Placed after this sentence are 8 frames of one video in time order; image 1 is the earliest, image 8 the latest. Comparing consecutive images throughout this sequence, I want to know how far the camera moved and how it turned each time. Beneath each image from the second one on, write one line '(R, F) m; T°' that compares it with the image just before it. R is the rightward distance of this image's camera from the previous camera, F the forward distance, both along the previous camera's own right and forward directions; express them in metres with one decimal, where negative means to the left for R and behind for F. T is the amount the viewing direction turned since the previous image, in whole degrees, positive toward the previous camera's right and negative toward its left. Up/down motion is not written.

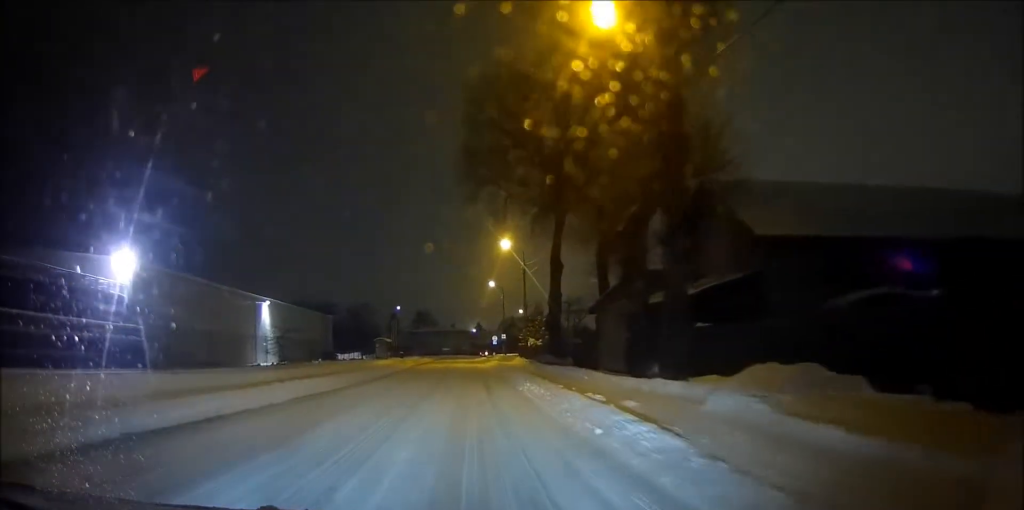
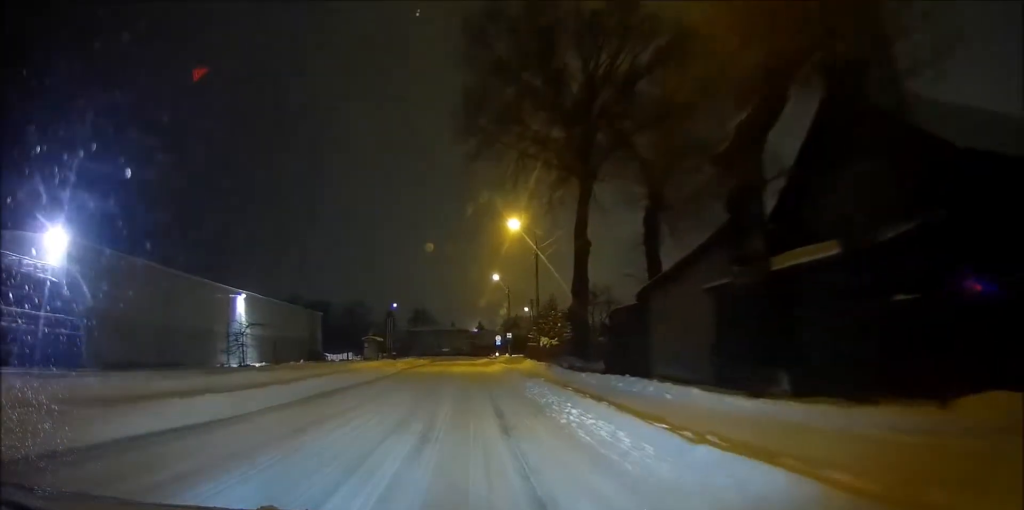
(-0.1, +9.3) m; 0°
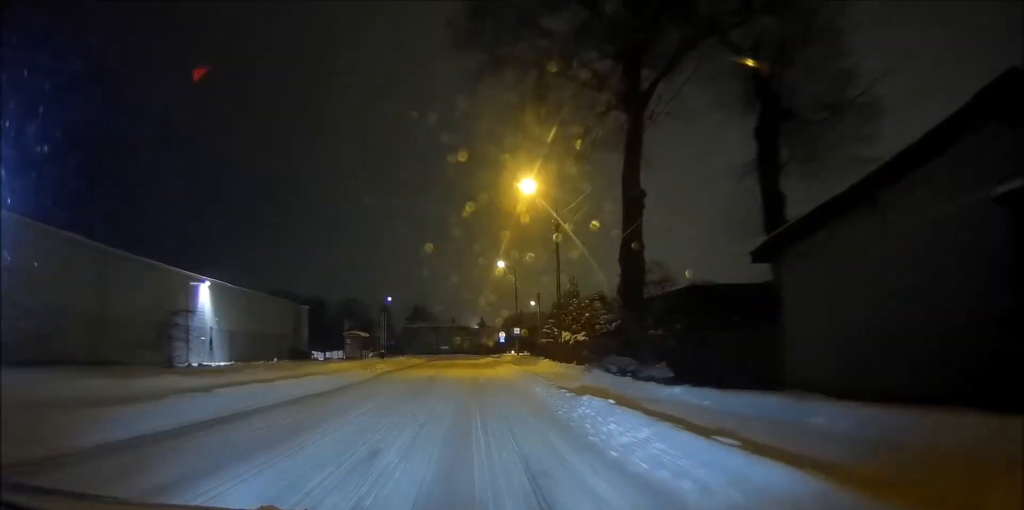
(0.0, +10.5) m; +1°
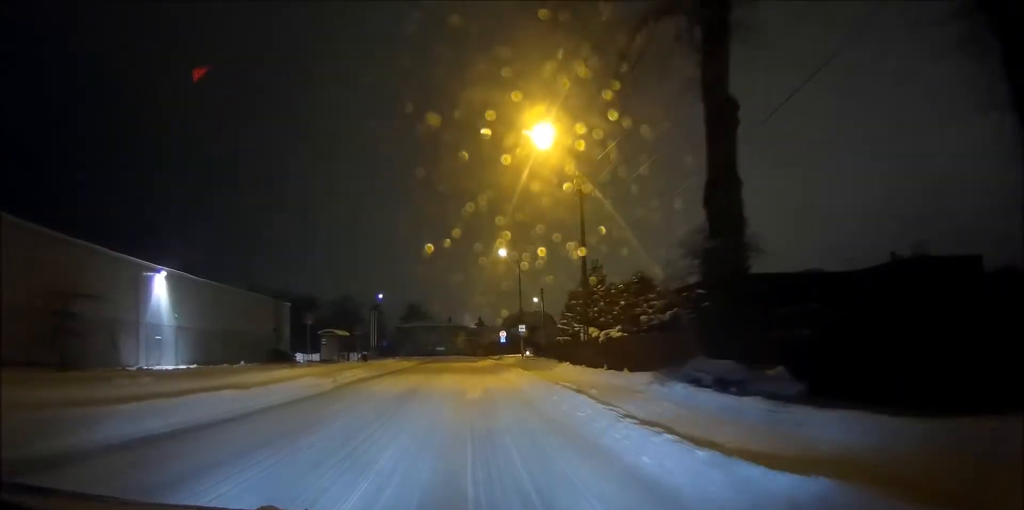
(+0.1, +8.9) m; 0°
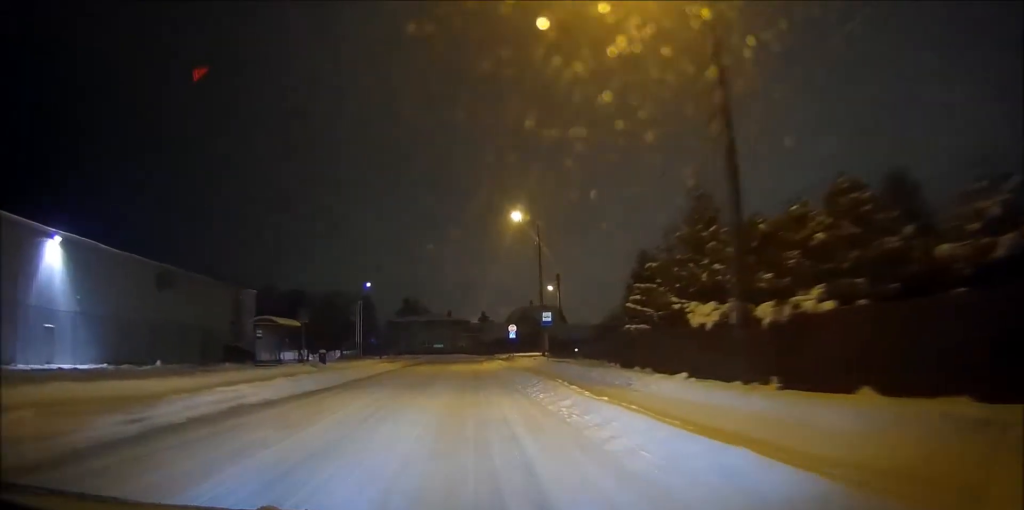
(-0.1, +15.2) m; -1°
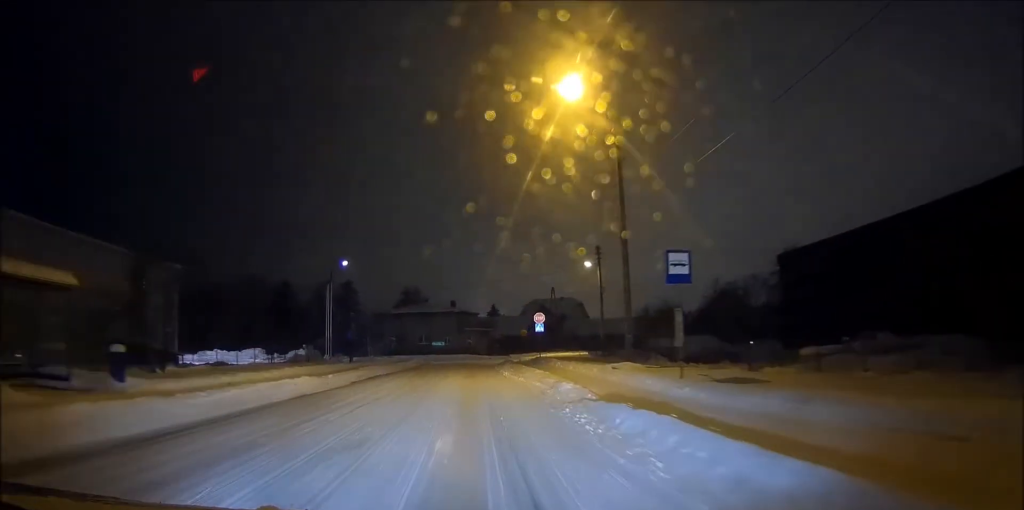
(-0.4, +25.2) m; -3°
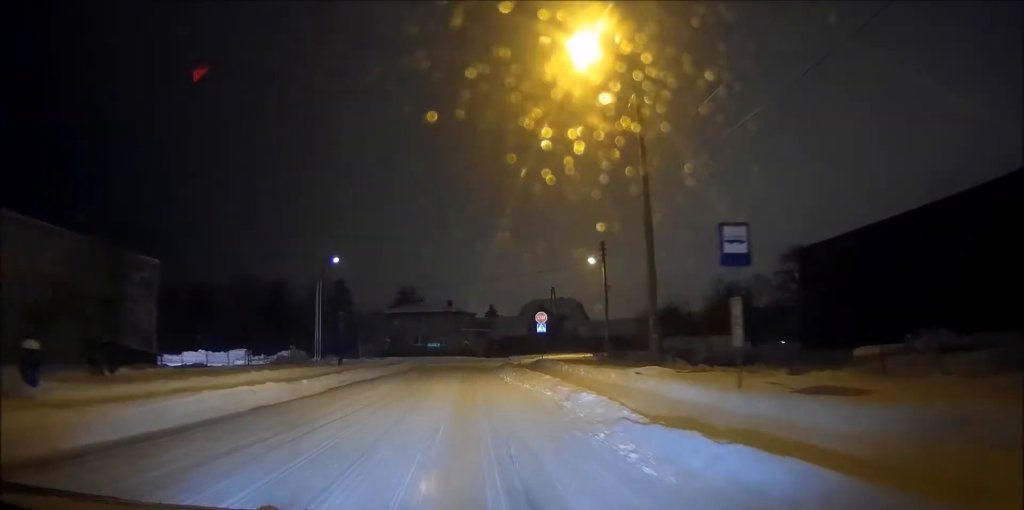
(-0.1, +4.4) m; +1°
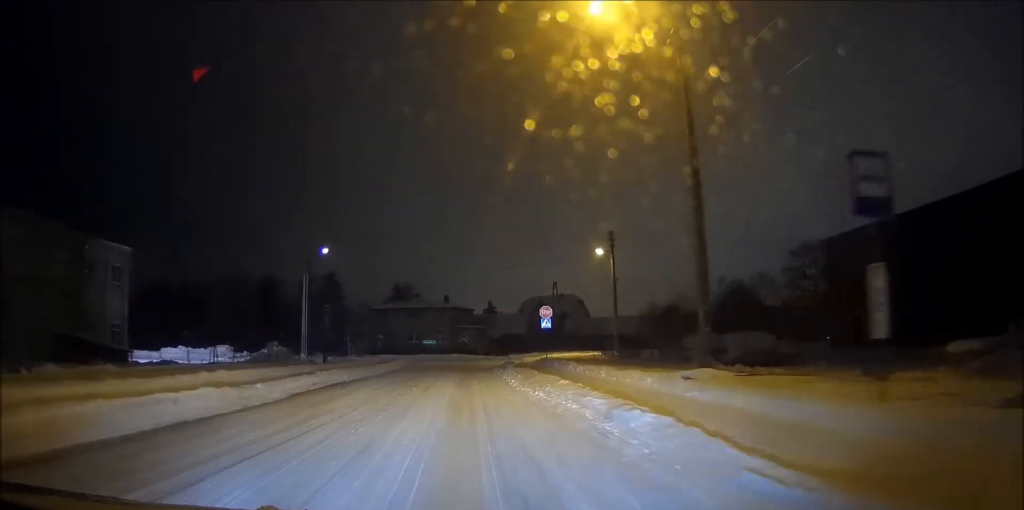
(-0.4, +5.6) m; +2°
